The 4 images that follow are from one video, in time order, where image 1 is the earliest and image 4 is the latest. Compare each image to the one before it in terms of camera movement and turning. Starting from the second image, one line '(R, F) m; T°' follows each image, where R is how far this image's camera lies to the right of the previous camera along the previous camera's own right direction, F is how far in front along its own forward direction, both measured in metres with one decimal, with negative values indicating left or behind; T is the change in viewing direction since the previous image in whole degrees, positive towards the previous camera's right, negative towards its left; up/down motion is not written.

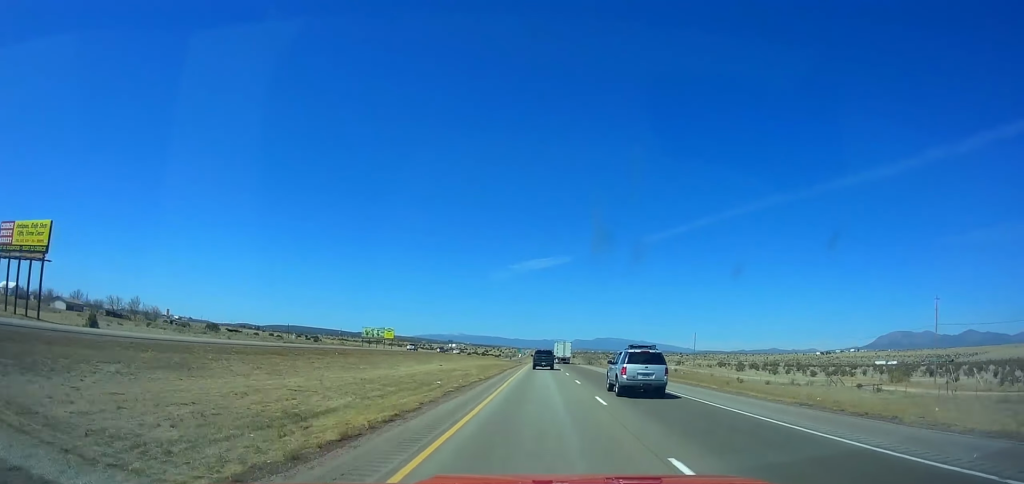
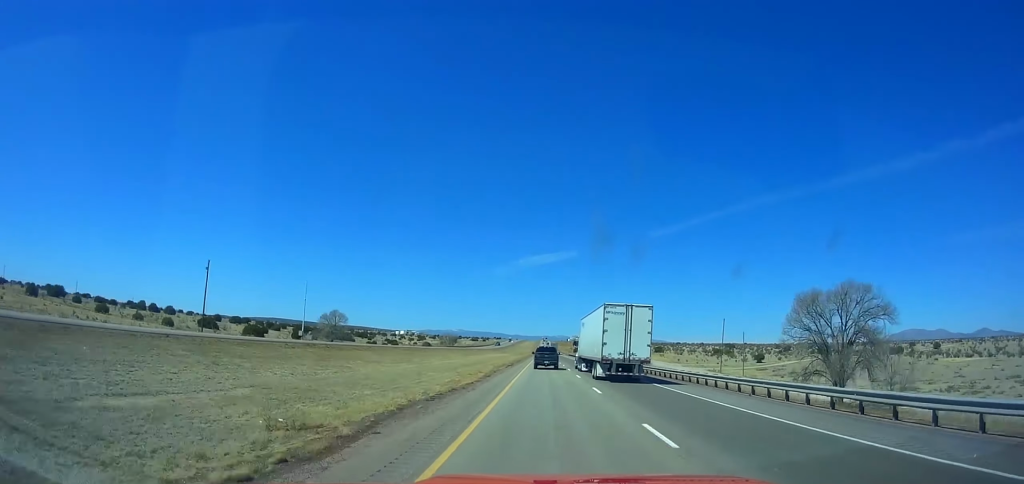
(+49.0, +684.1) m; +4°
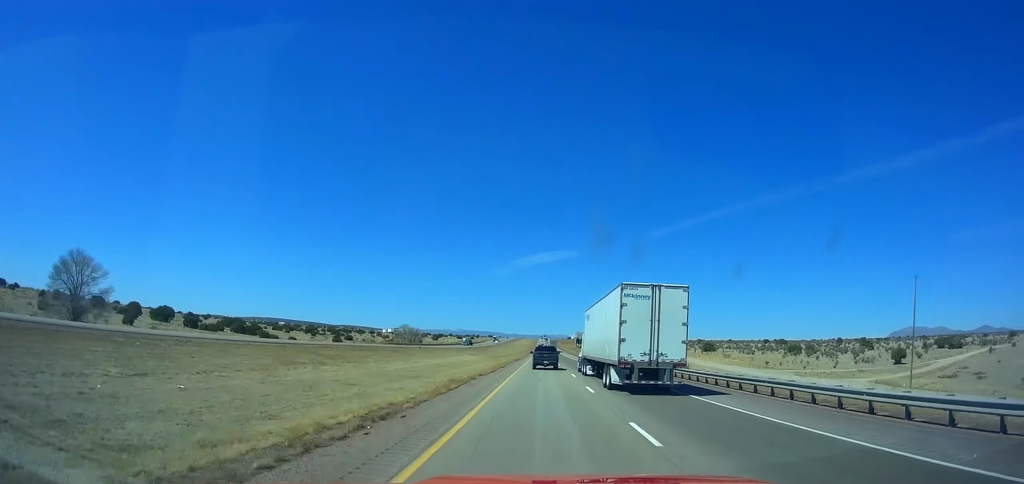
(-1.9, +86.1) m; -1°
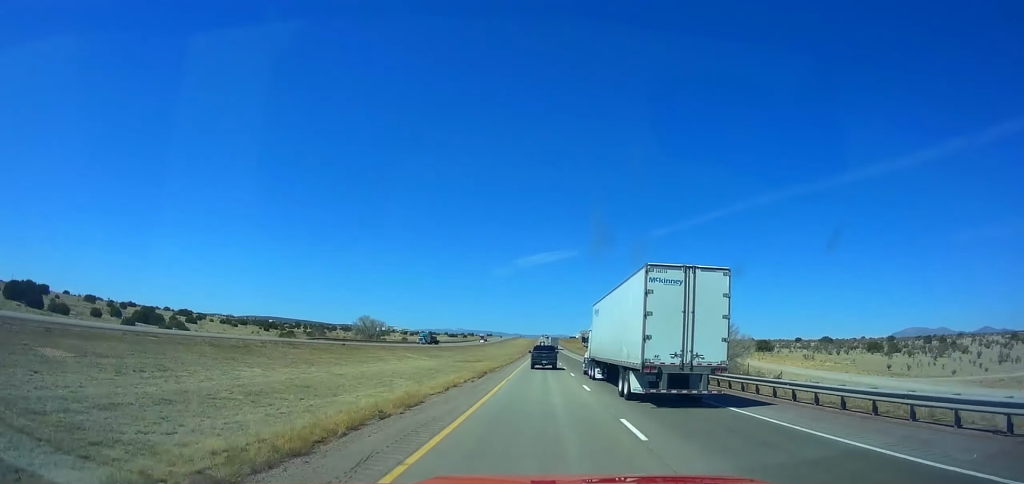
(0.0, +48.5) m; 0°
